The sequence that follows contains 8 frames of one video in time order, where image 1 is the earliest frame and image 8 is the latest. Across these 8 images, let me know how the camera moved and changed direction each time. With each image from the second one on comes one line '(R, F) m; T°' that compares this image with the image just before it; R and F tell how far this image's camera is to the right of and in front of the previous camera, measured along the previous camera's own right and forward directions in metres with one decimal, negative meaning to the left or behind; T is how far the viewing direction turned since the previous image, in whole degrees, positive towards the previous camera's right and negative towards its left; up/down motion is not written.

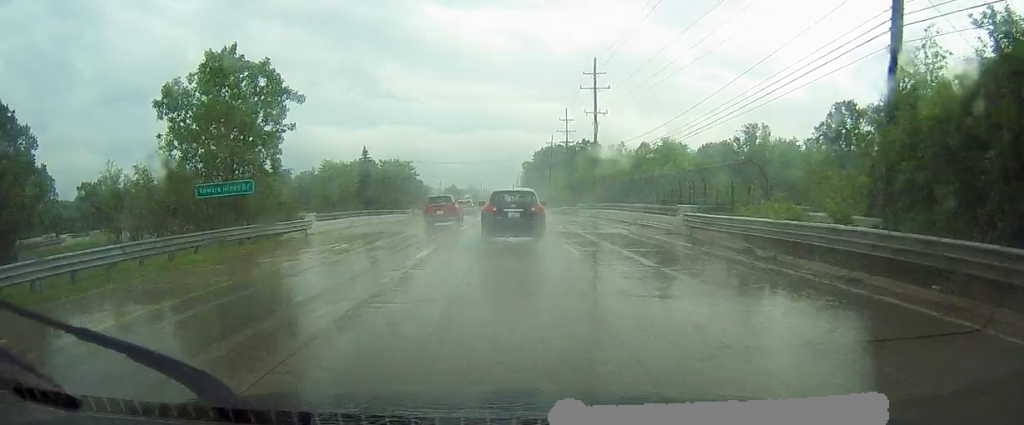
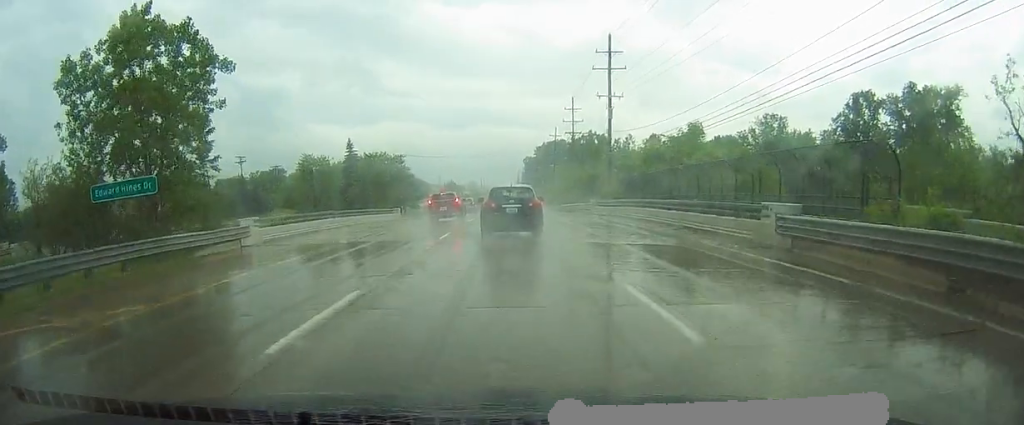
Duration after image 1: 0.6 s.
(0.0, +9.5) m; 0°
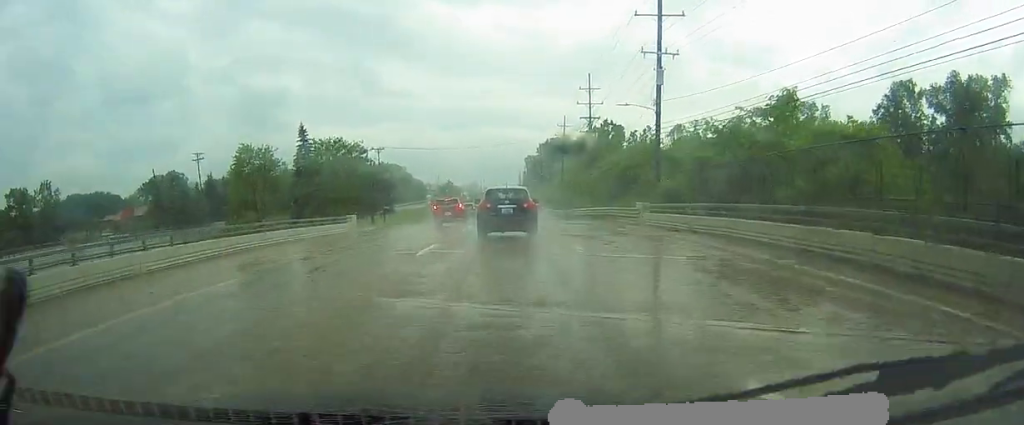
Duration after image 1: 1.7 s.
(0.0, +20.5) m; 0°
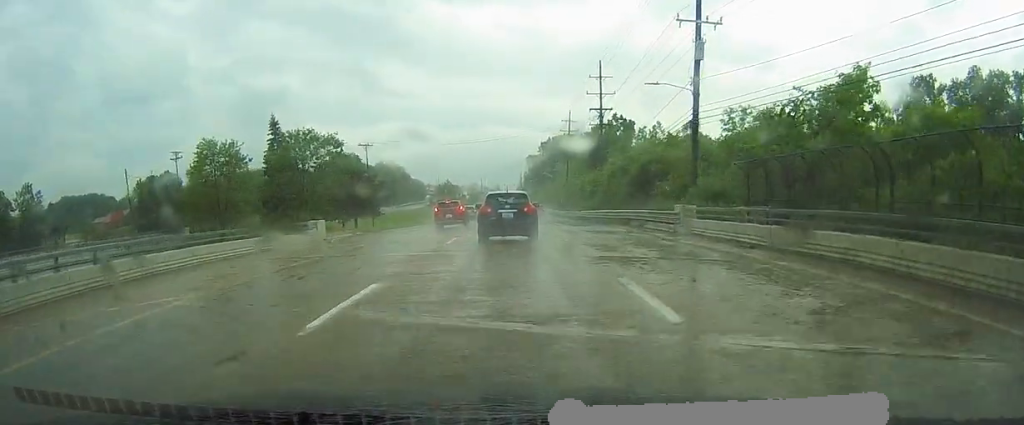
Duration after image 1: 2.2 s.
(0.0, +8.7) m; 0°
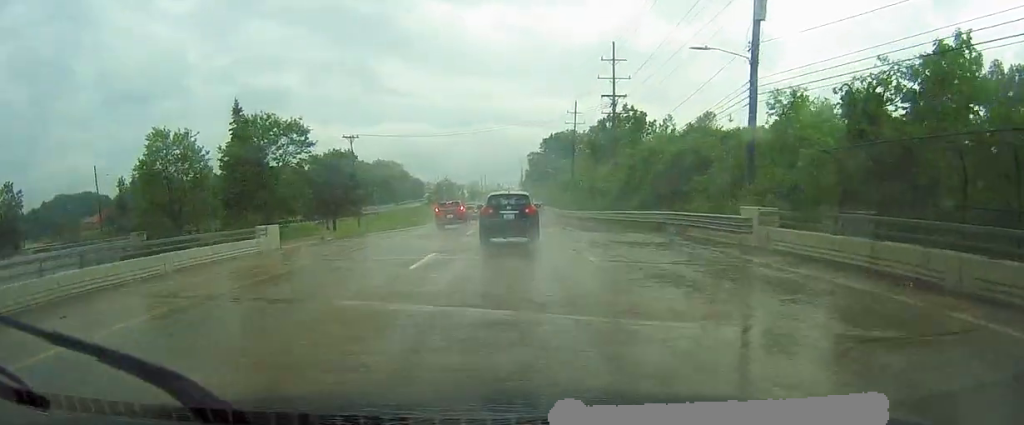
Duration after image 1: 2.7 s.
(0.0, +8.5) m; 0°
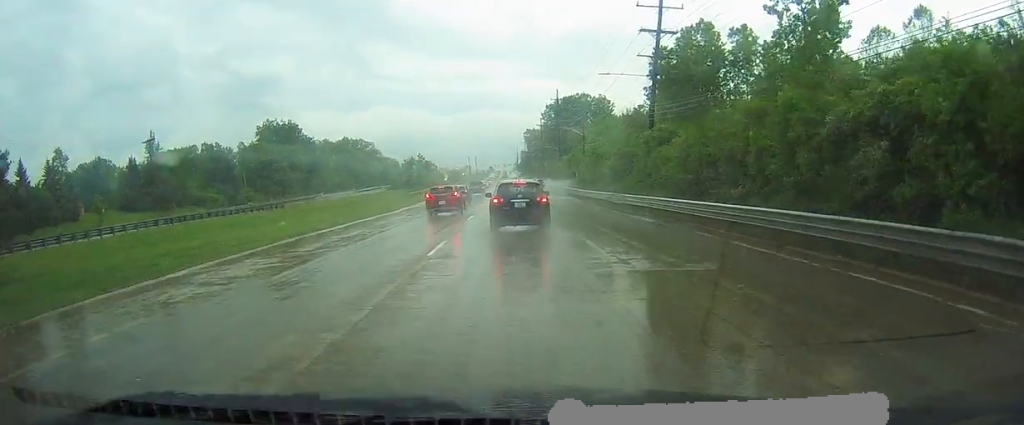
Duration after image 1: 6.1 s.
(-0.5, +60.7) m; -1°
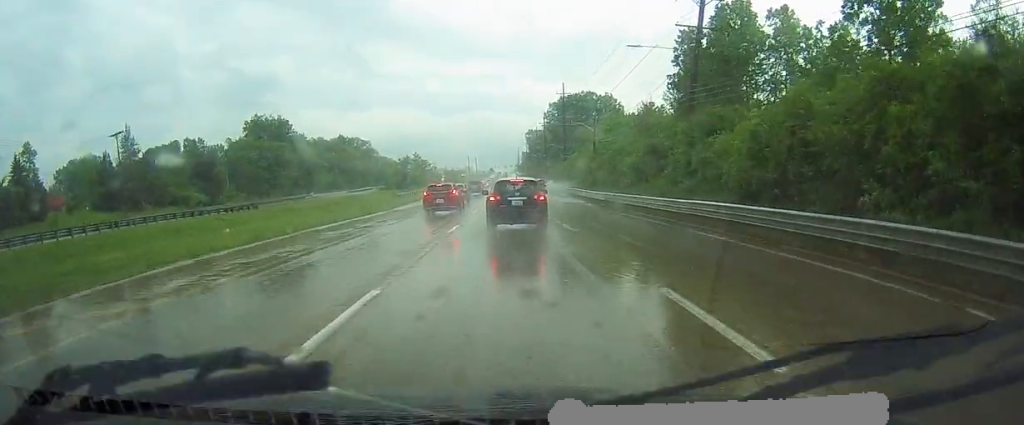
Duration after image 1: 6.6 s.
(-0.3, +9.7) m; -1°
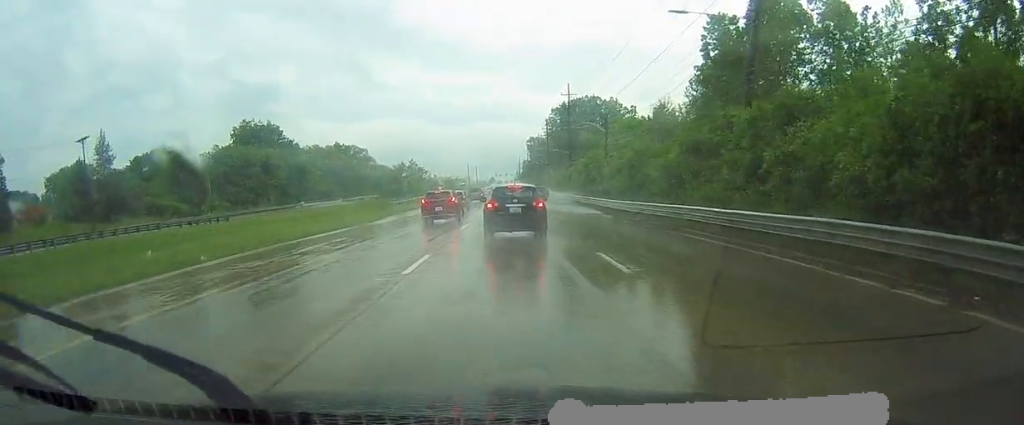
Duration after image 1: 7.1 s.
(+0.1, +9.1) m; +1°
